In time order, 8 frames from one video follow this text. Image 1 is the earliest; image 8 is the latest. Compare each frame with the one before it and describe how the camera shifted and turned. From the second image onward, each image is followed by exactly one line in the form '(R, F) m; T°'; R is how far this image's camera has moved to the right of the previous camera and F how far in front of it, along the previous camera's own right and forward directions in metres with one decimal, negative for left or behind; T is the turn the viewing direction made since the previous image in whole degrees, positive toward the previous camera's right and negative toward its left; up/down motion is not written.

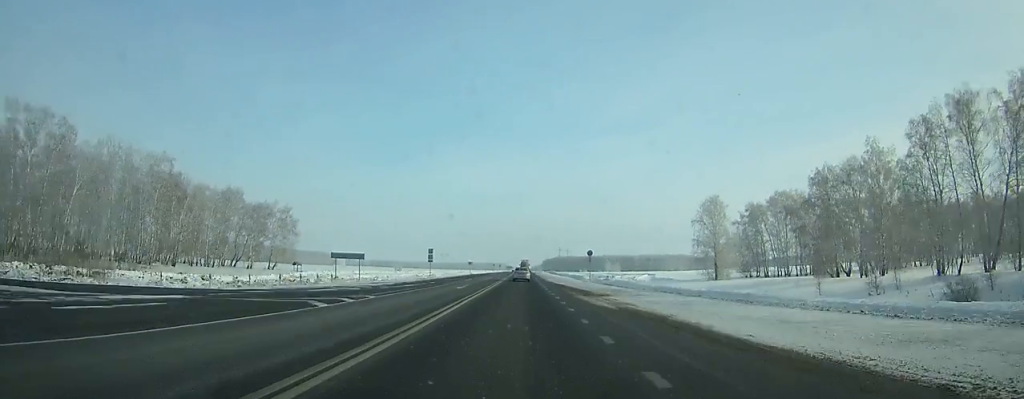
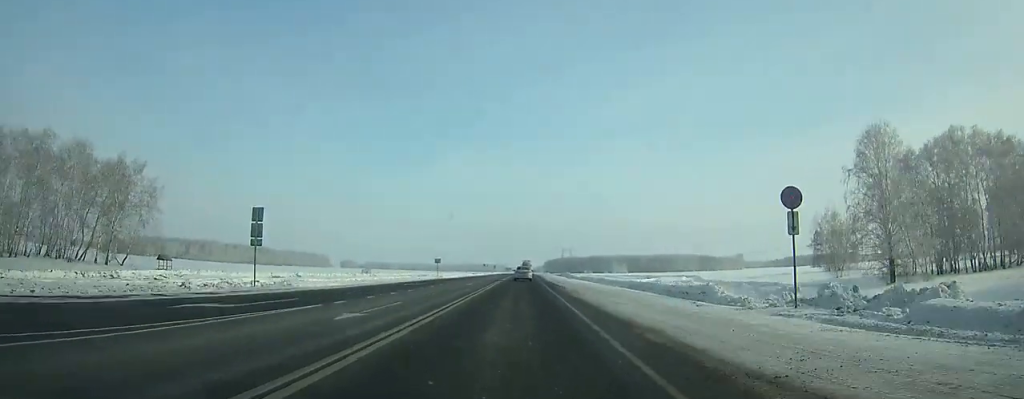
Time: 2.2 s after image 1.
(+0.1, +54.8) m; 0°
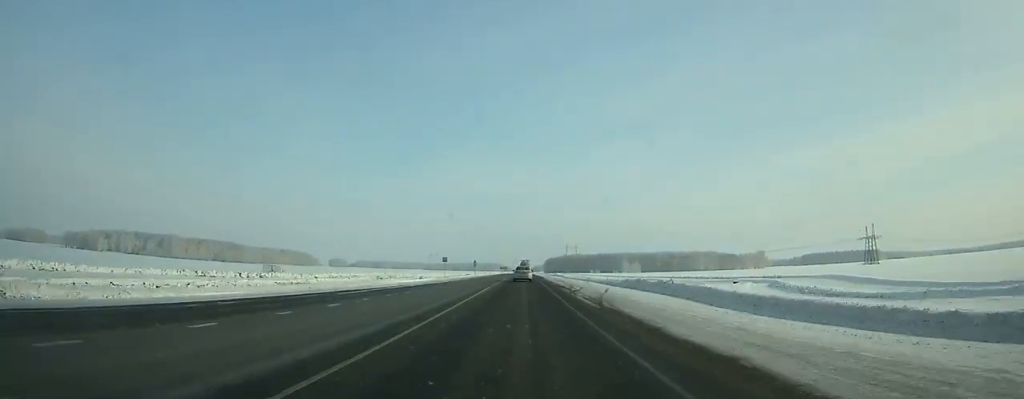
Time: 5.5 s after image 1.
(+0.3, +82.0) m; 0°
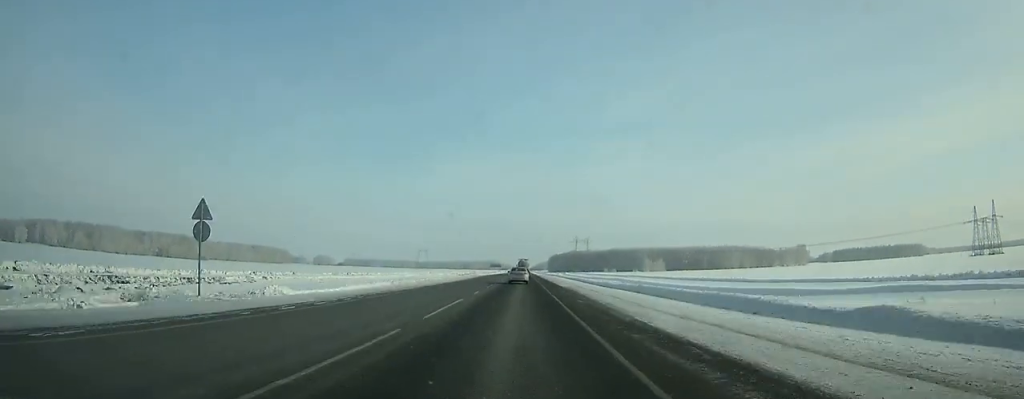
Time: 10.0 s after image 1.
(-0.2, +110.9) m; 0°
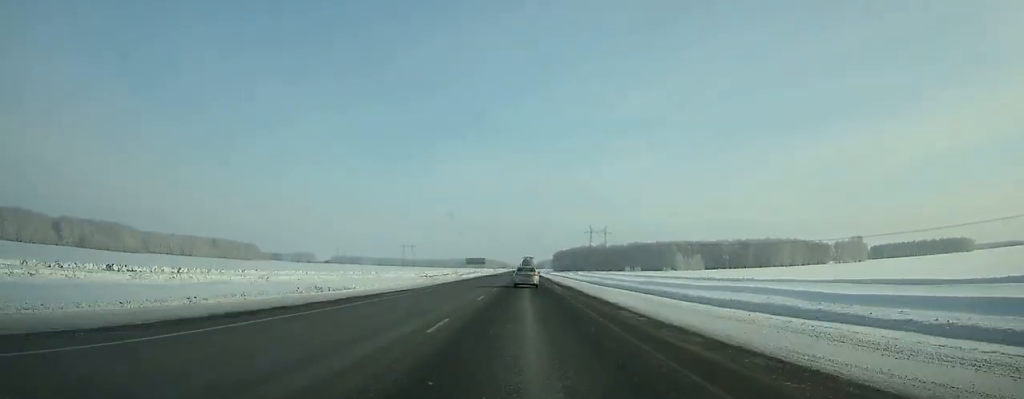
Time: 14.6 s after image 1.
(0.0, +110.9) m; 0°
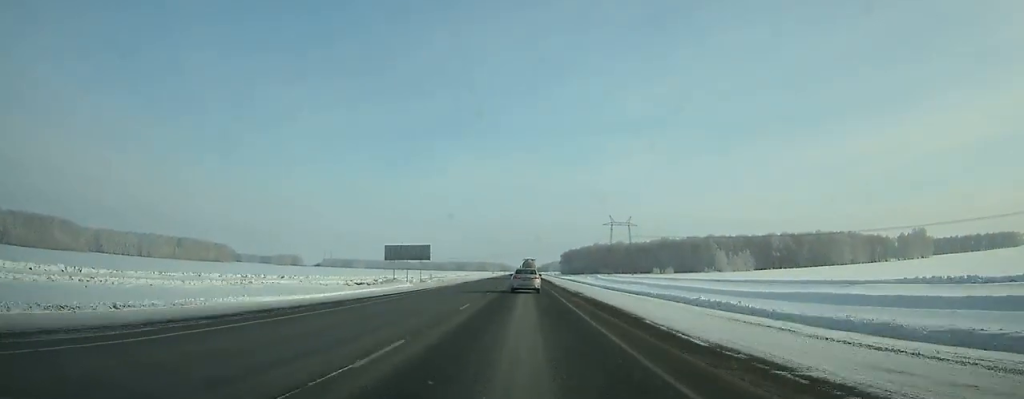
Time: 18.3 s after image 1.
(-0.2, +84.7) m; 0°
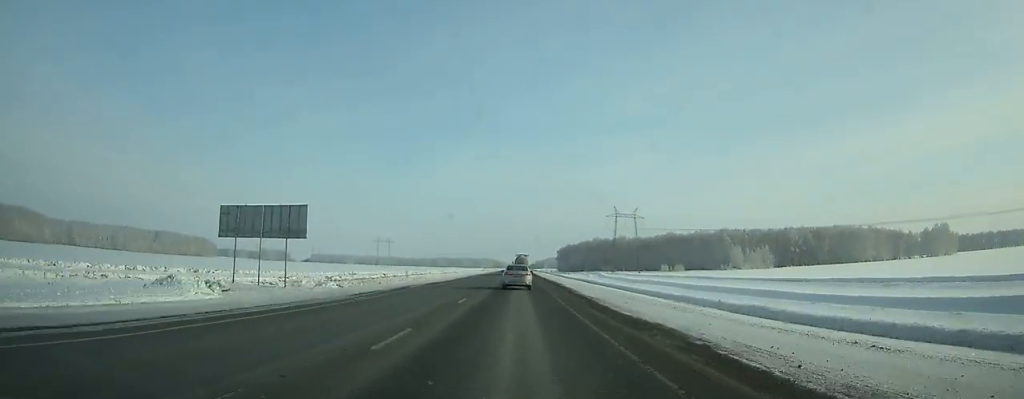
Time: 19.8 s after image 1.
(0.0, +32.8) m; 0°
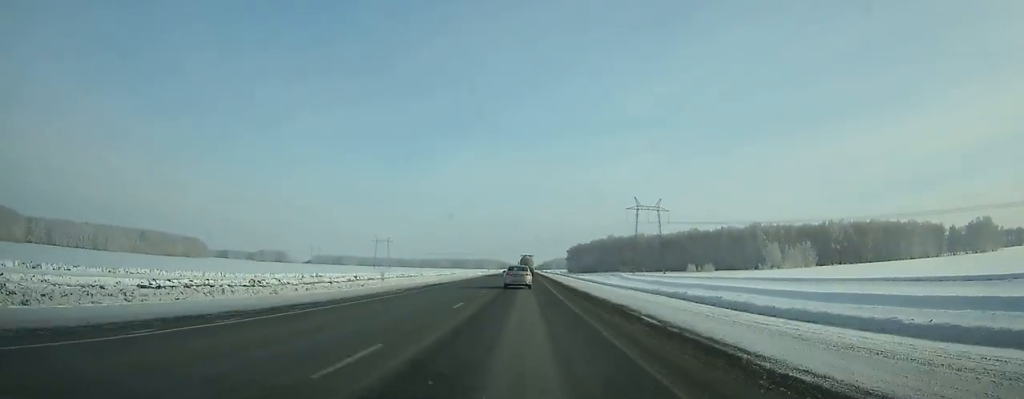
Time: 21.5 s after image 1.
(0.0, +36.6) m; 0°
